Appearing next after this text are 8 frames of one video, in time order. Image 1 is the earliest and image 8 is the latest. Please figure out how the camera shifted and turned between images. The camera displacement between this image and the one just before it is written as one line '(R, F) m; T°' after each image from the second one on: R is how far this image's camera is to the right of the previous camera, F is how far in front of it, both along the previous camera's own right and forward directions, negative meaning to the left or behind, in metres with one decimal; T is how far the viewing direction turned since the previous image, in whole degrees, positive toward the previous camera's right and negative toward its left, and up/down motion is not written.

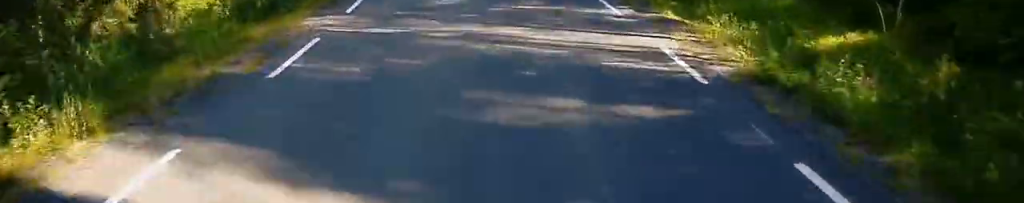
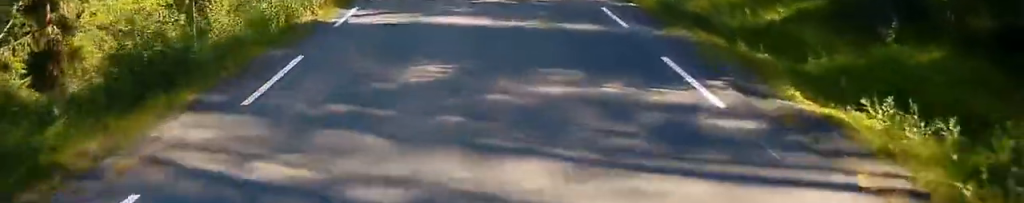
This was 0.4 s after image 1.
(0.0, +7.0) m; -1°
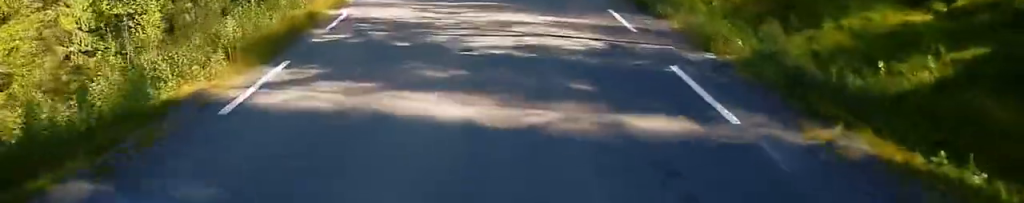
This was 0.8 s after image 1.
(+0.1, +6.7) m; -1°
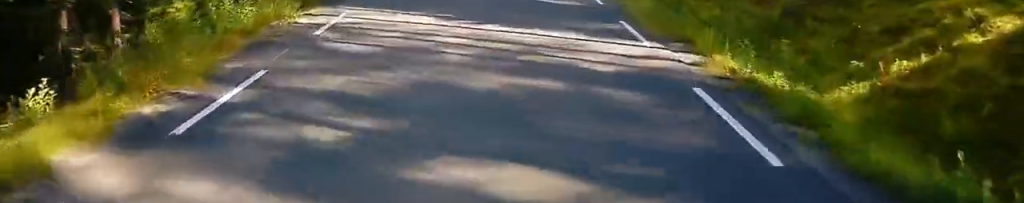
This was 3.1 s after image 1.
(-1.6, +37.3) m; -4°
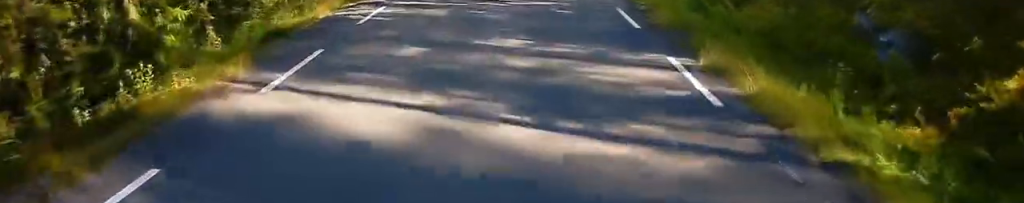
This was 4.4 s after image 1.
(-0.7, +21.4) m; -2°
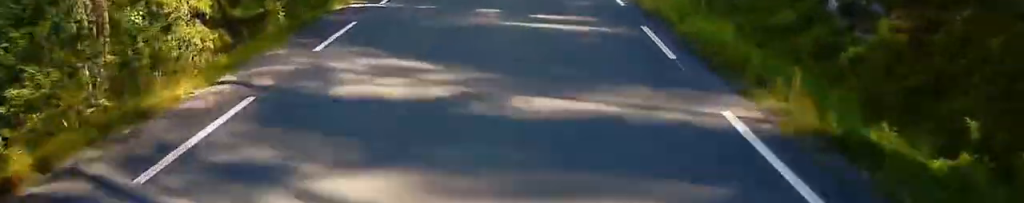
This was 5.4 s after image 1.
(-0.1, +15.0) m; 0°
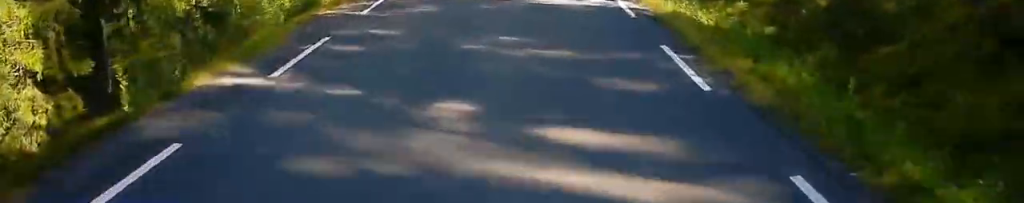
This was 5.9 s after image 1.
(0.0, +7.9) m; 0°
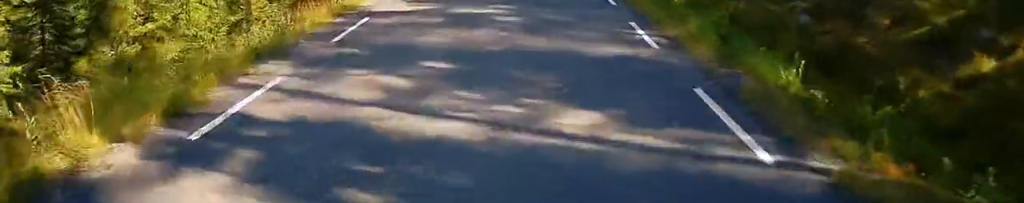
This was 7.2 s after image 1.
(0.0, +20.1) m; 0°
